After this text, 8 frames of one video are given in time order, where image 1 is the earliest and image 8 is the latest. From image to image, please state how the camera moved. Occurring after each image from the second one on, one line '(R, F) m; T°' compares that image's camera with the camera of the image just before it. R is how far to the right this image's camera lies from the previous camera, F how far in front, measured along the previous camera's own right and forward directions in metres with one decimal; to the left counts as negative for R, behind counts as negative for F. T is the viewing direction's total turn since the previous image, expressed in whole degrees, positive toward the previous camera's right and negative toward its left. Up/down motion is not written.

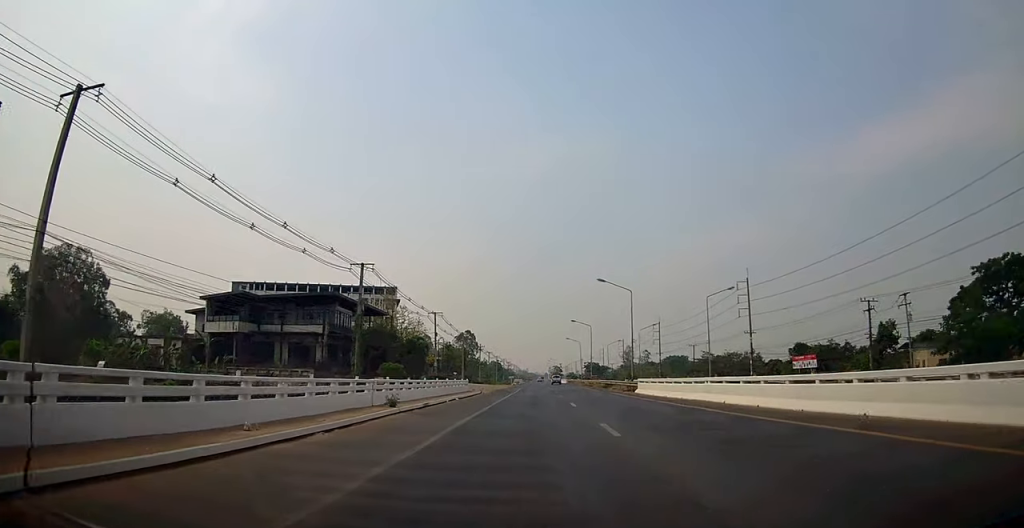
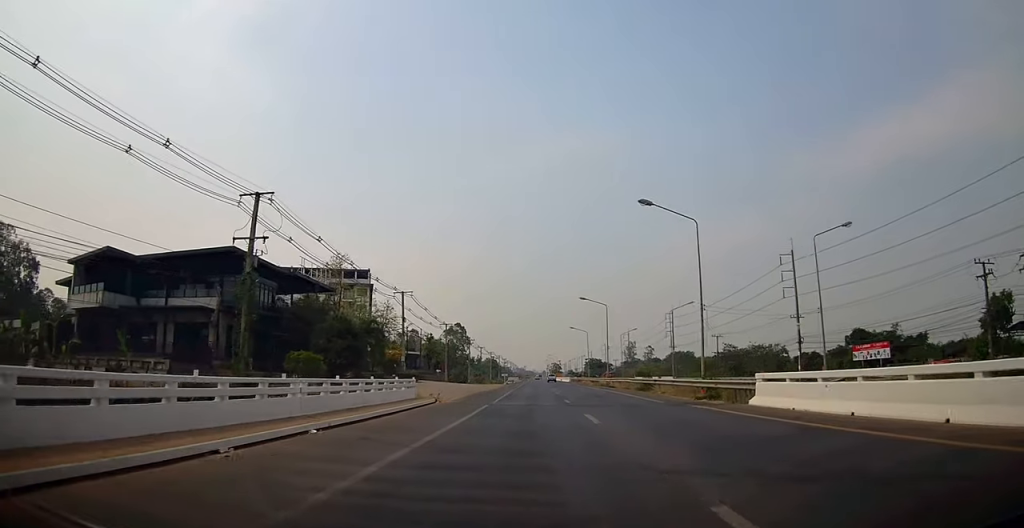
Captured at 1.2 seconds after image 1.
(+0.7, +21.6) m; +1°
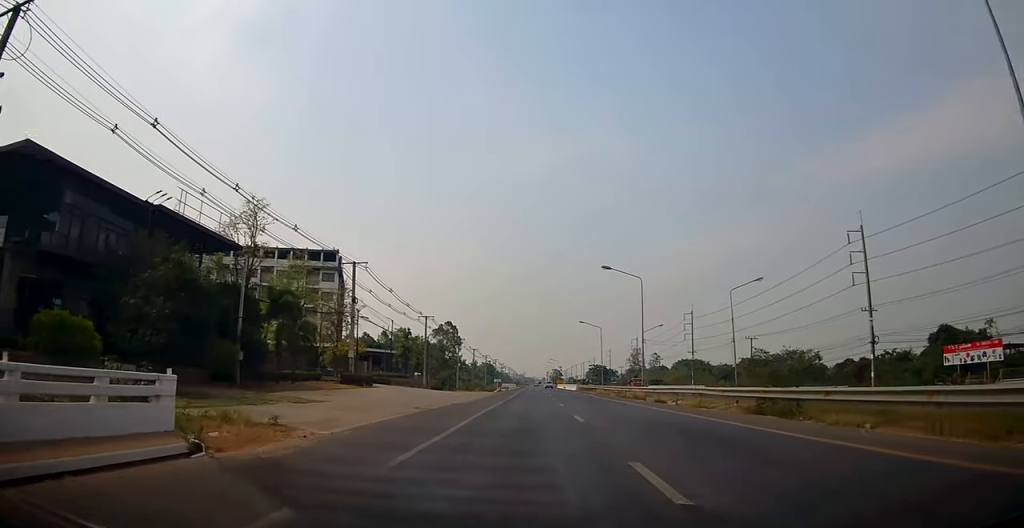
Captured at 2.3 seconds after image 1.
(-0.6, +20.8) m; -1°
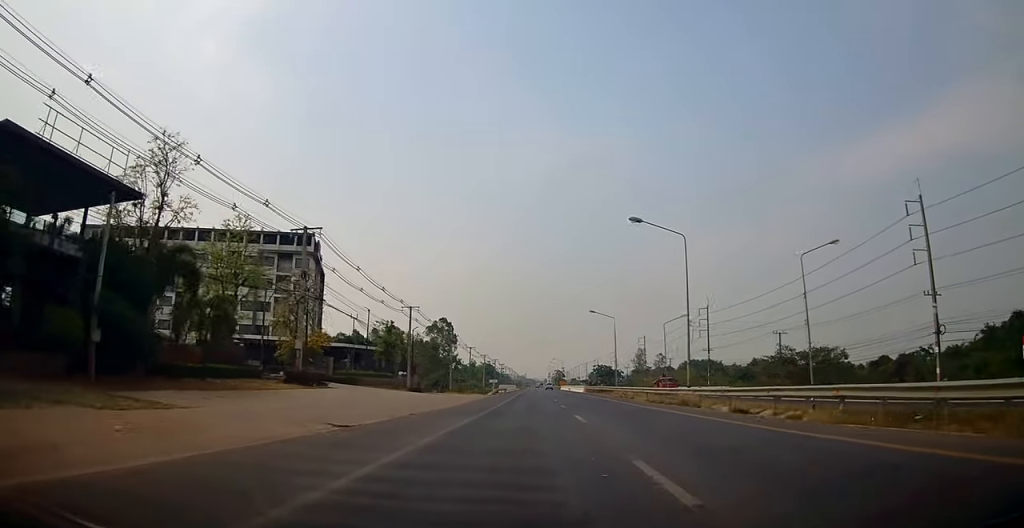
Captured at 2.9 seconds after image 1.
(-0.2, +12.4) m; +1°
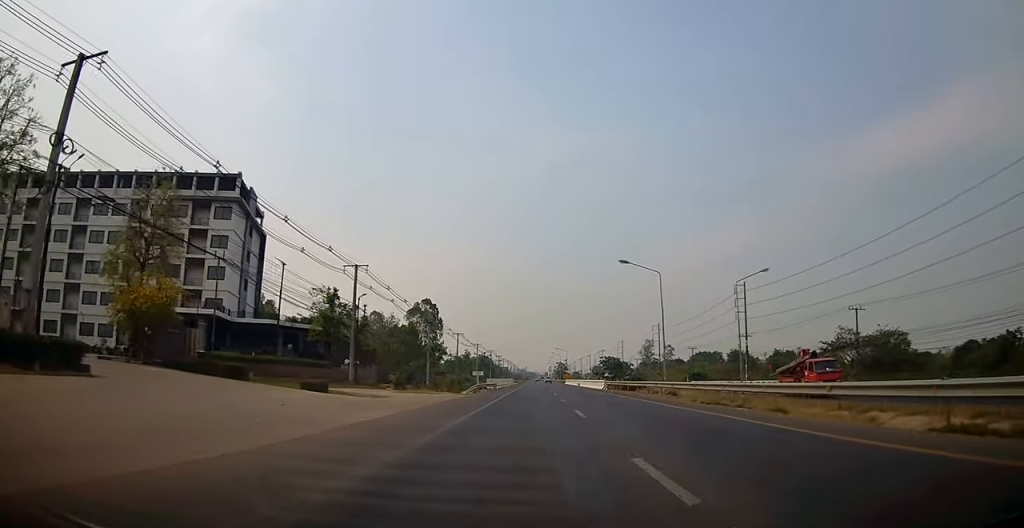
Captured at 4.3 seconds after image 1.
(+0.9, +24.6) m; +2°
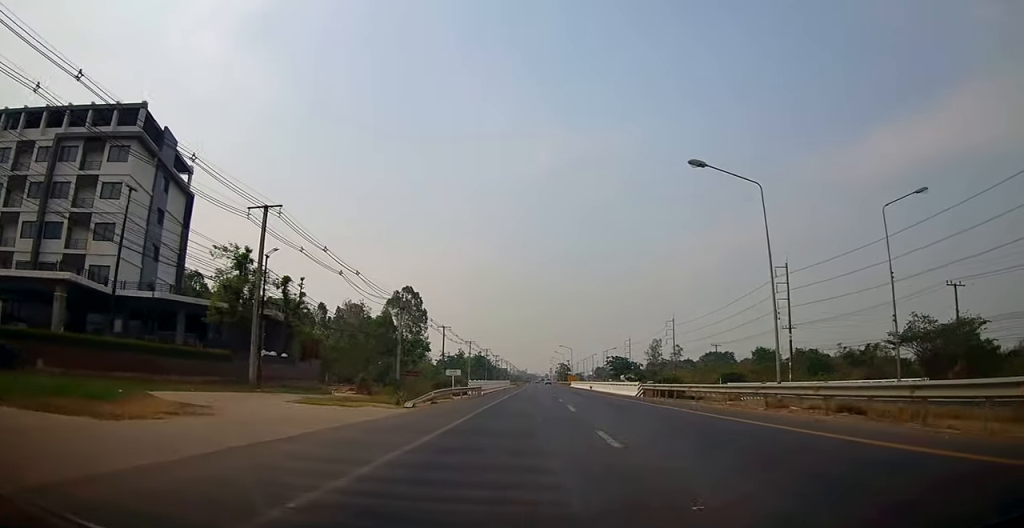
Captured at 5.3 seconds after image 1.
(0.0, +19.5) m; 0°
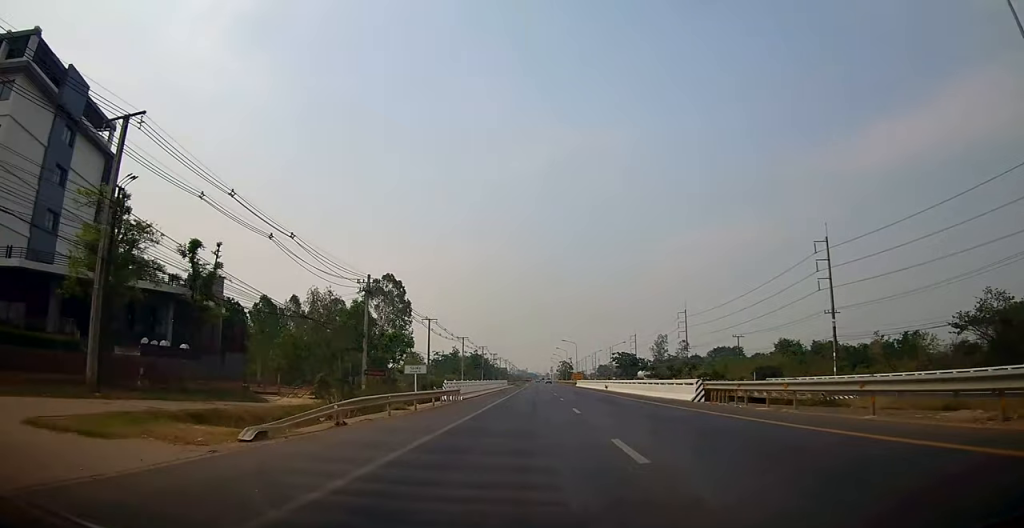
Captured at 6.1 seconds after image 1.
(0.0, +14.3) m; 0°
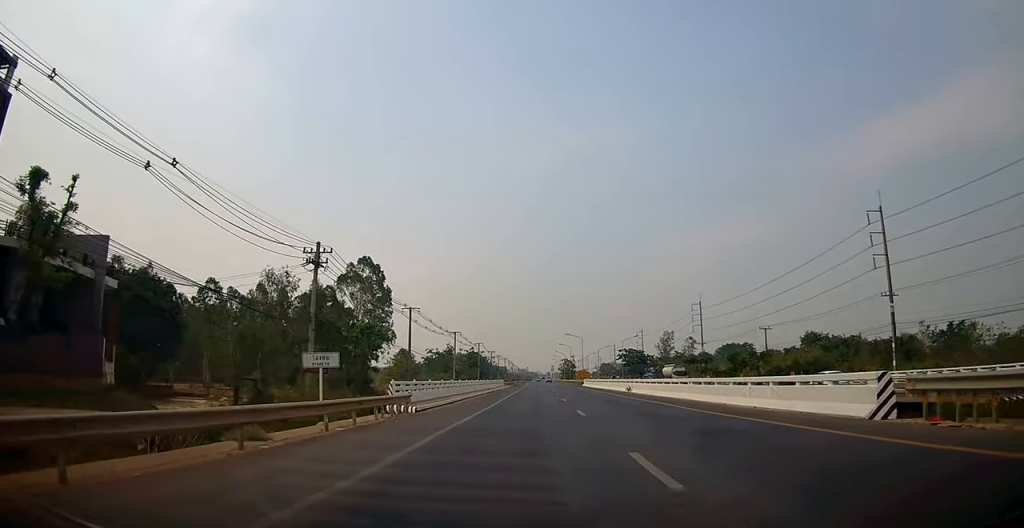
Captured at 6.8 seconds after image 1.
(0.0, +14.1) m; 0°
